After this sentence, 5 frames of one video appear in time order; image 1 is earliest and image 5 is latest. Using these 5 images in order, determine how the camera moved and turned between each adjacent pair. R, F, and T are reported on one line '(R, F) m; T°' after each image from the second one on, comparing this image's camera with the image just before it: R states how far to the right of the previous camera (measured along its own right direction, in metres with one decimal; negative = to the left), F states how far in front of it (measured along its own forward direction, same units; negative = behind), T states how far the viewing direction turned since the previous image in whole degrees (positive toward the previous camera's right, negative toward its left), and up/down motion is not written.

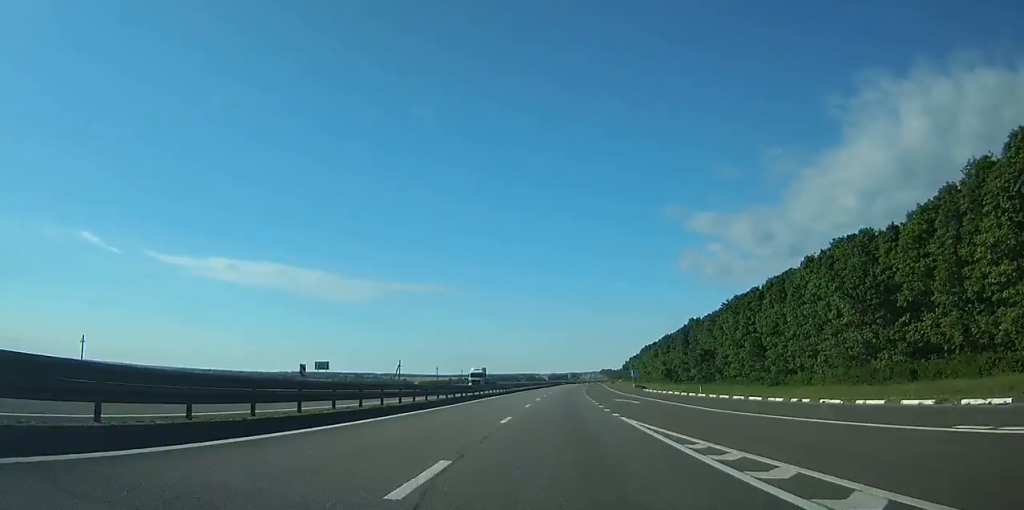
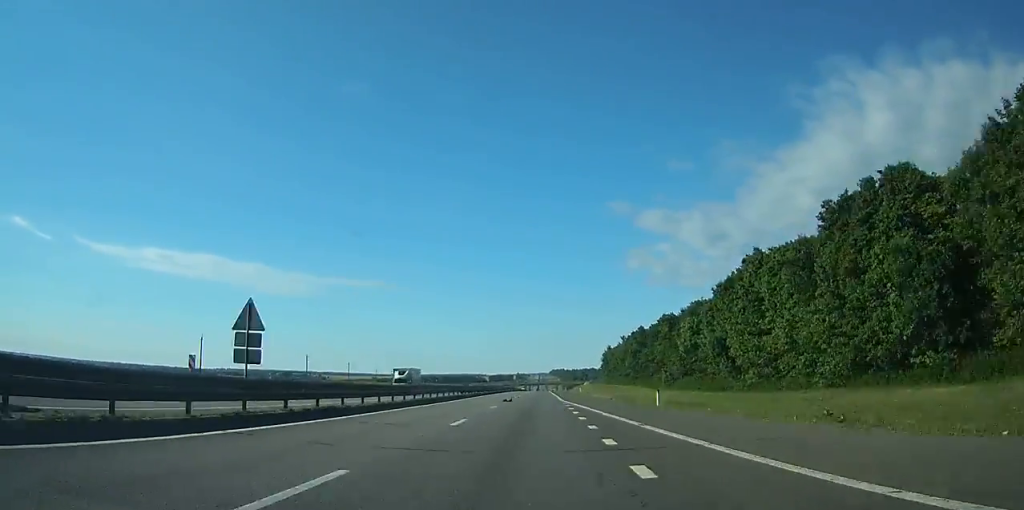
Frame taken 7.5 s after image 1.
(+10.0, +207.0) m; +3°
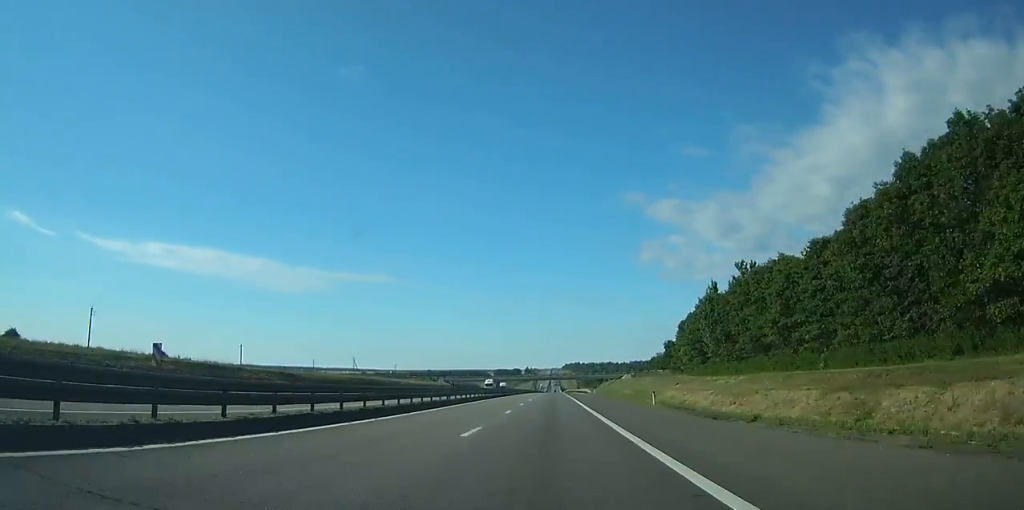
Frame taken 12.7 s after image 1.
(-0.9, +142.4) m; 0°
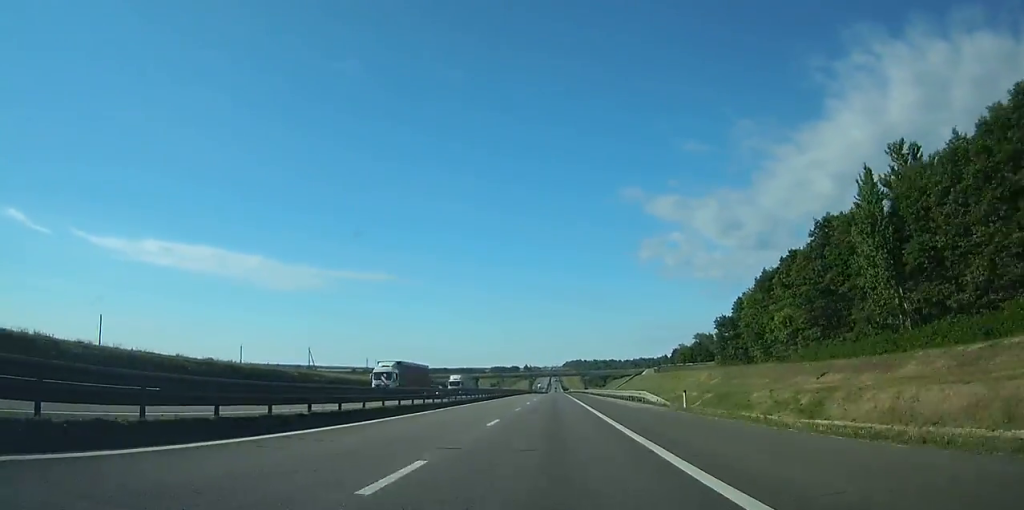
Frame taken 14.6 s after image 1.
(0.0, +55.0) m; 0°
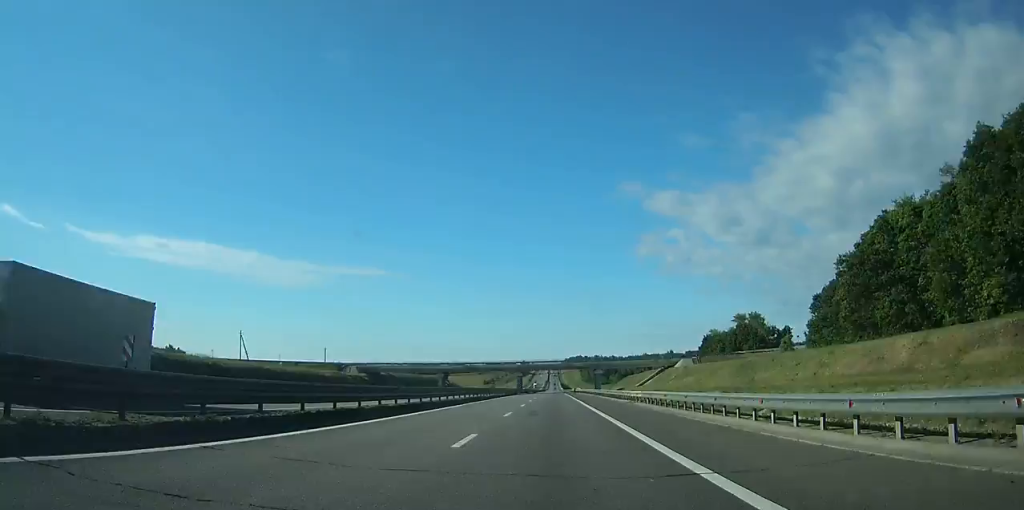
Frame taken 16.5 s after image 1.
(0.0, +57.3) m; 0°
